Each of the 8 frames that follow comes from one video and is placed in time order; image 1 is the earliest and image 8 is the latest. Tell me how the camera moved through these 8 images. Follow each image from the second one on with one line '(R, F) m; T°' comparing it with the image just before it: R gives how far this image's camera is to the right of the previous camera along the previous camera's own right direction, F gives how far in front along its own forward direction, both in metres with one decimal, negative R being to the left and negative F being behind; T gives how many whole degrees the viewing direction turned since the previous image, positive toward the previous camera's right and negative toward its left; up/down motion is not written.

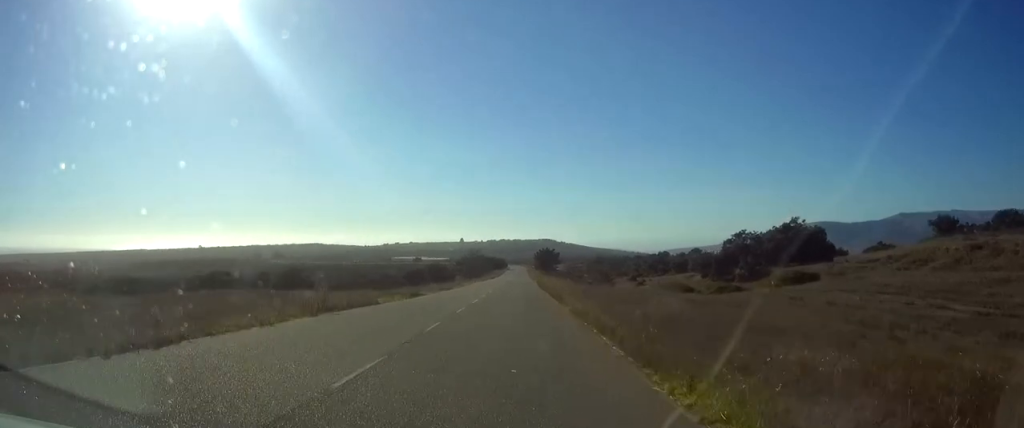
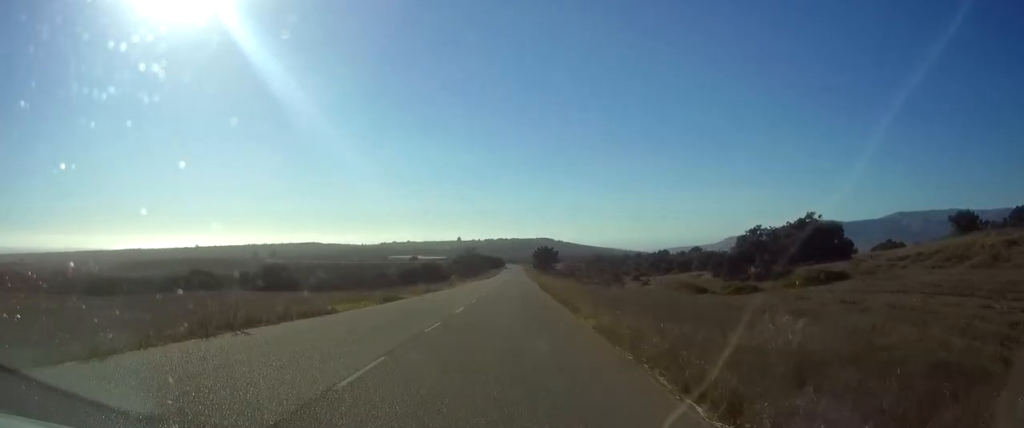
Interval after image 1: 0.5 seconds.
(0.0, +7.3) m; 0°
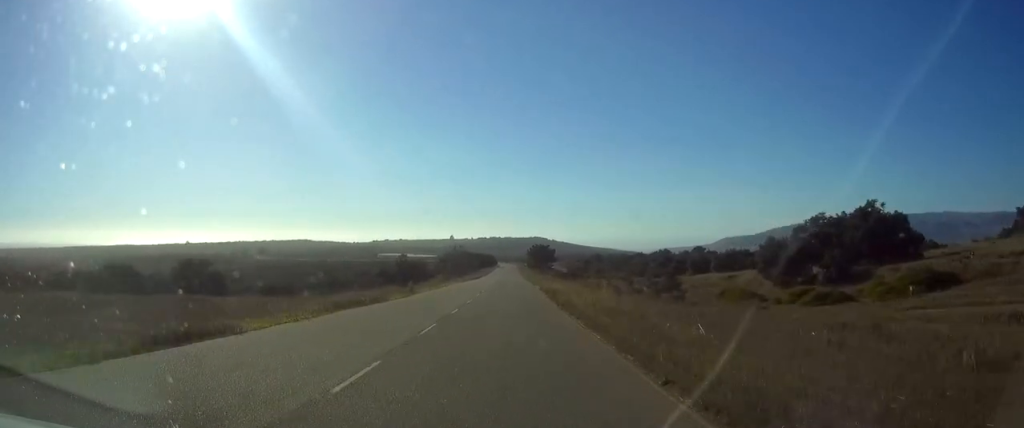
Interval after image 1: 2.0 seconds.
(0.0, +21.8) m; 0°
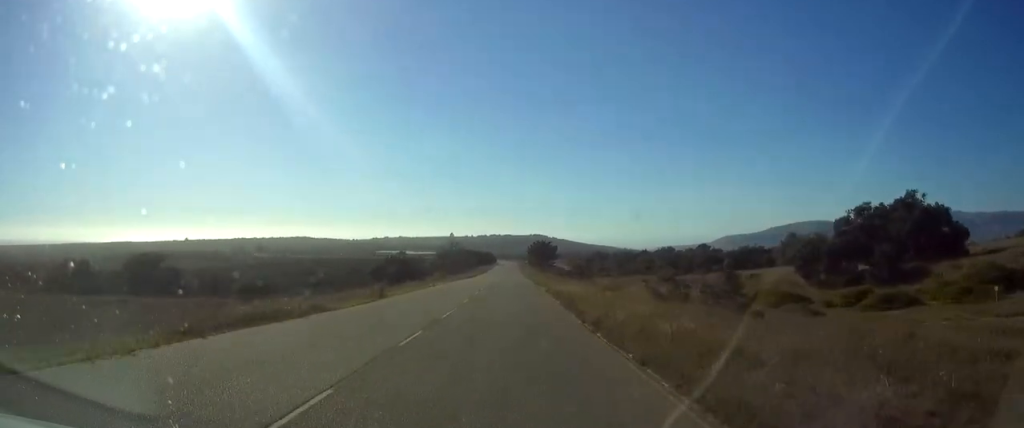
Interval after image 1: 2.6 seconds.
(+0.1, +10.1) m; 0°
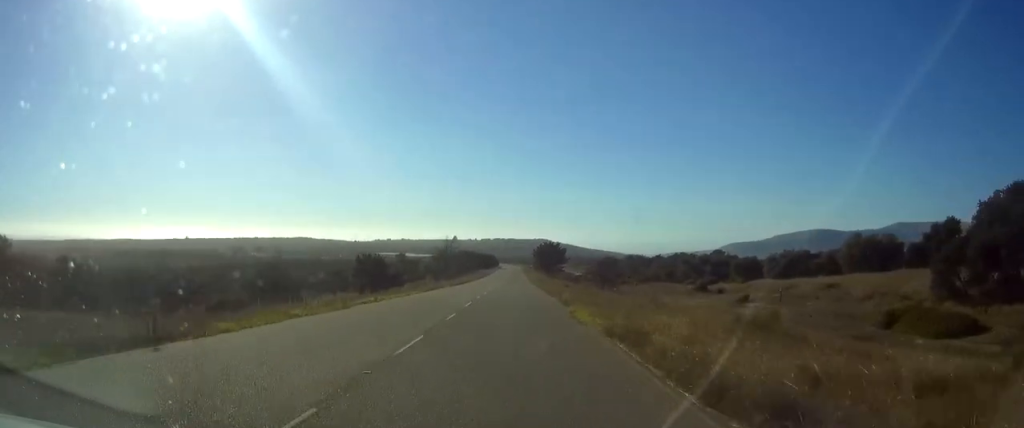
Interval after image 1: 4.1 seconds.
(-0.1, +22.8) m; -1°
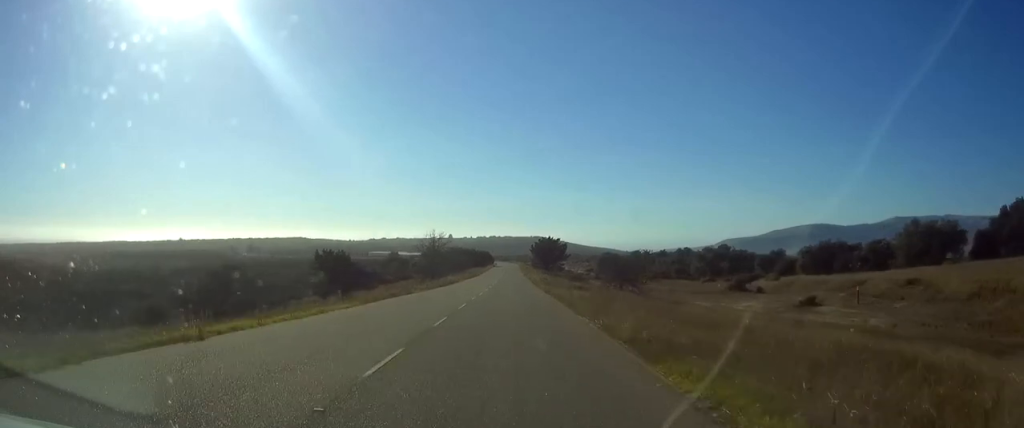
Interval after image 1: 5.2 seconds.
(0.0, +17.0) m; -1°
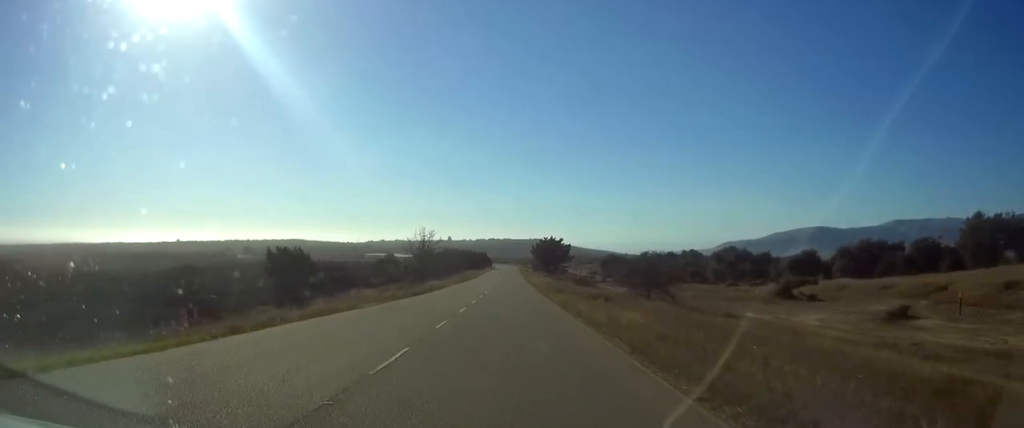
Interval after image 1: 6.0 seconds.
(-0.3, +13.9) m; 0°
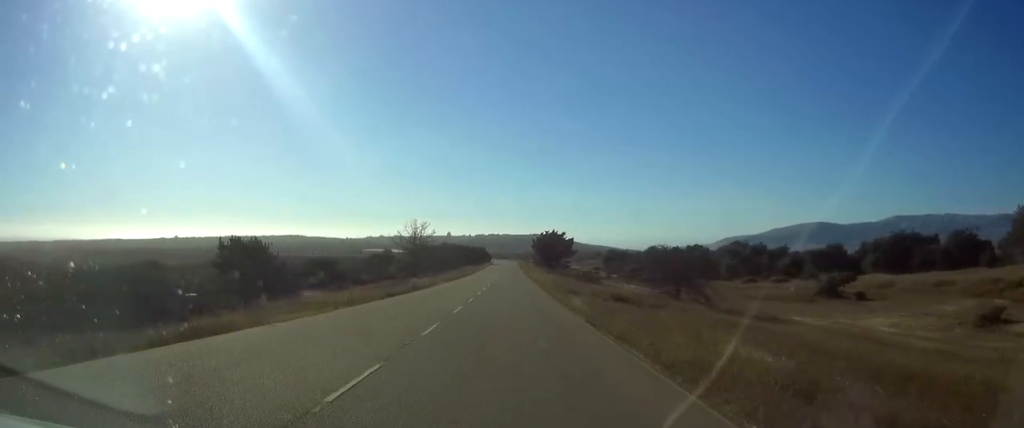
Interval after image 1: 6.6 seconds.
(0.0, +9.7) m; 0°
